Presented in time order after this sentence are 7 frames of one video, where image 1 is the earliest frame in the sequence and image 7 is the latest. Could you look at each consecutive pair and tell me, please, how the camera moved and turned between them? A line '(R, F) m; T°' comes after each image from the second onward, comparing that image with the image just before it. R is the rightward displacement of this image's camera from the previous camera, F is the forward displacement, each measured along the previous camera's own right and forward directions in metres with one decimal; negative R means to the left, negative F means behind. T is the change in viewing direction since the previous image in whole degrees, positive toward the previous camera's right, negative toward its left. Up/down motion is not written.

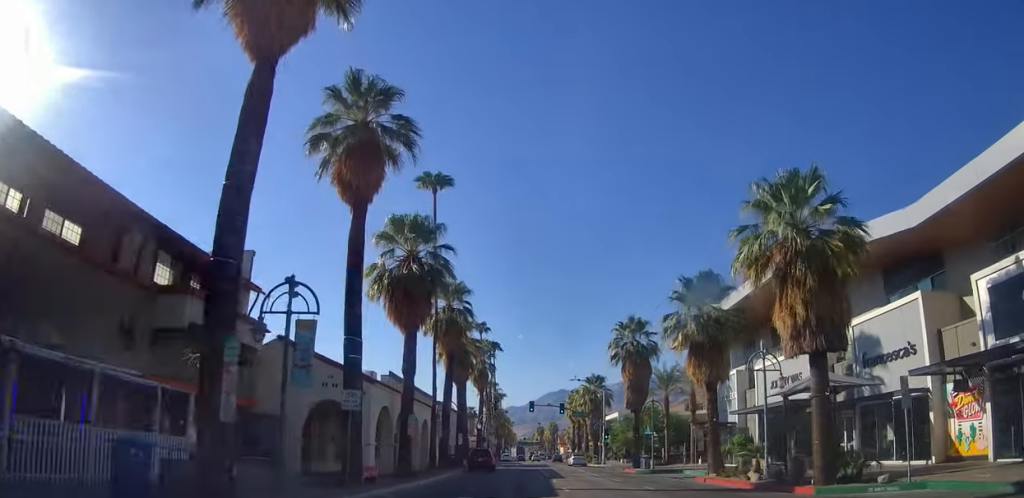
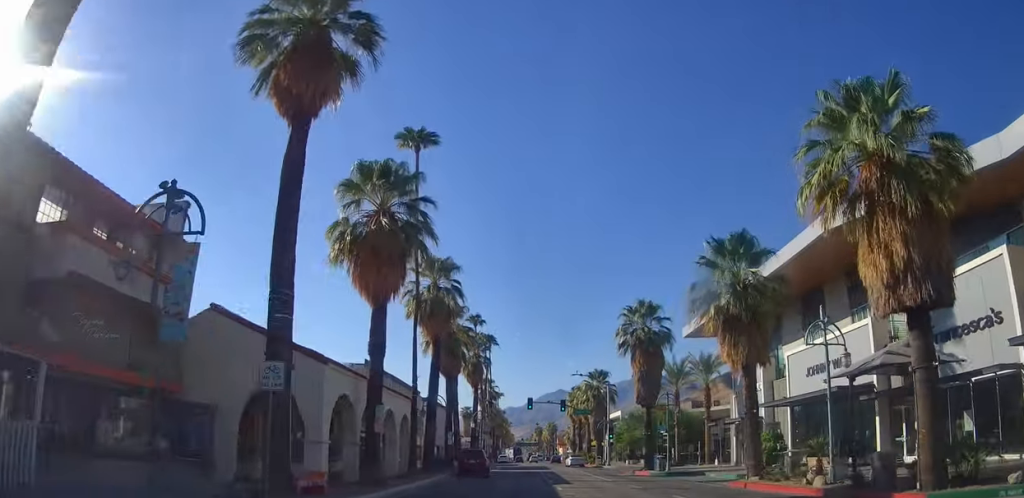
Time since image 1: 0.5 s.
(0.0, +5.5) m; 0°
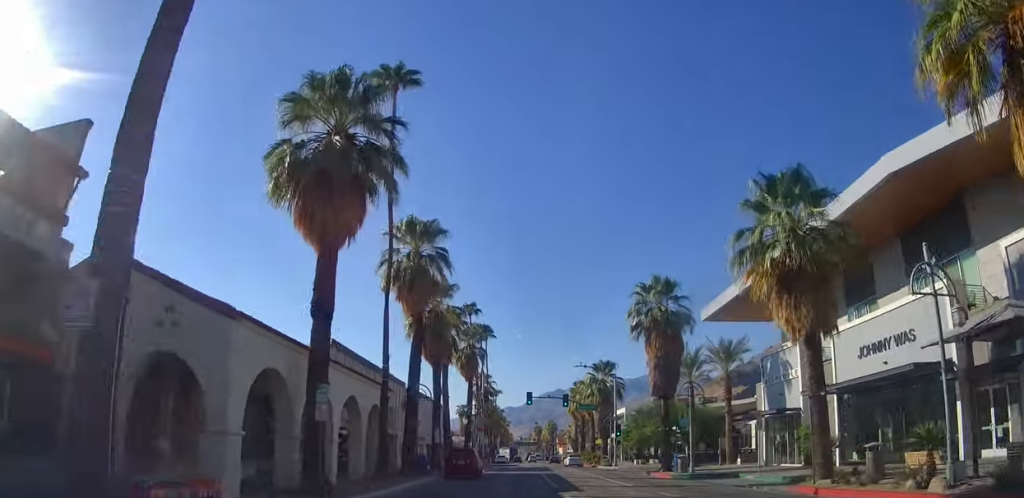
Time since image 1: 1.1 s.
(0.0, +5.8) m; 0°
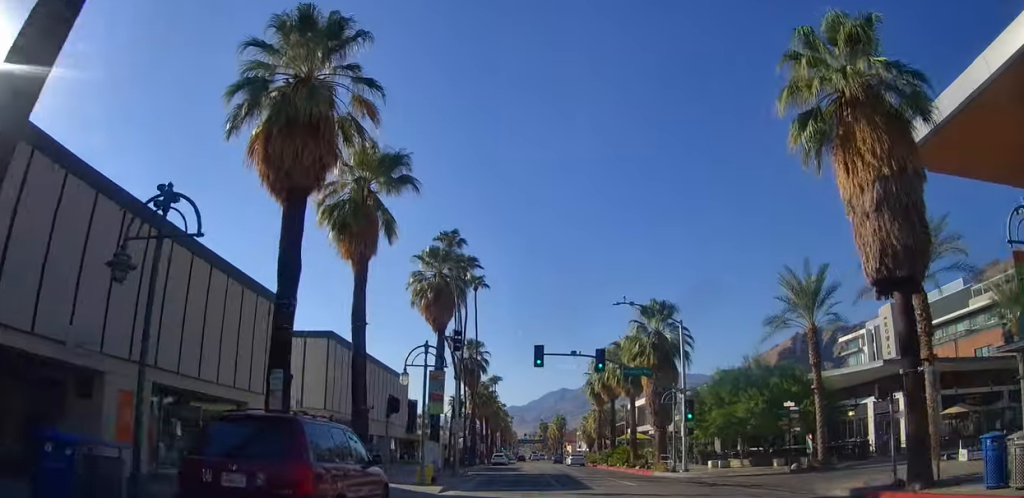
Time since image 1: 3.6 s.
(0.0, +25.3) m; 0°
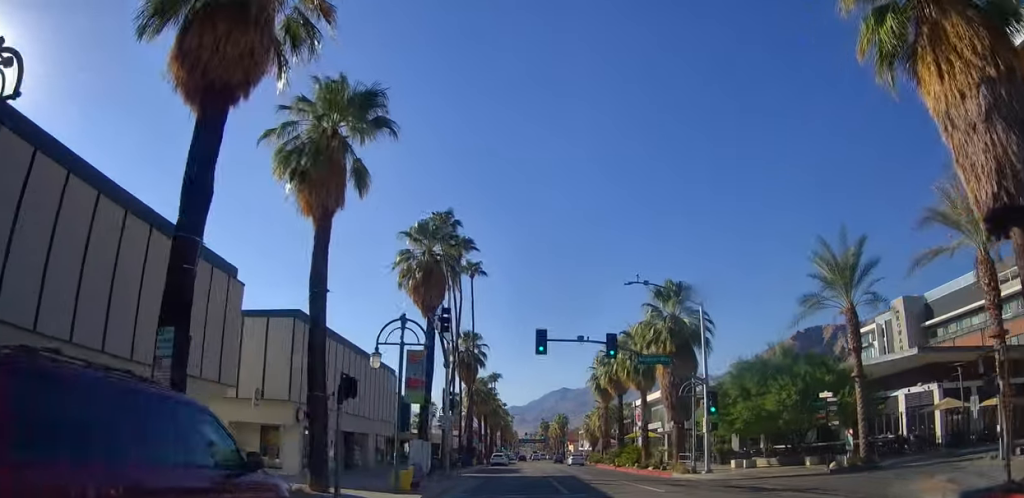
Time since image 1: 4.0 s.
(0.0, +4.4) m; 0°
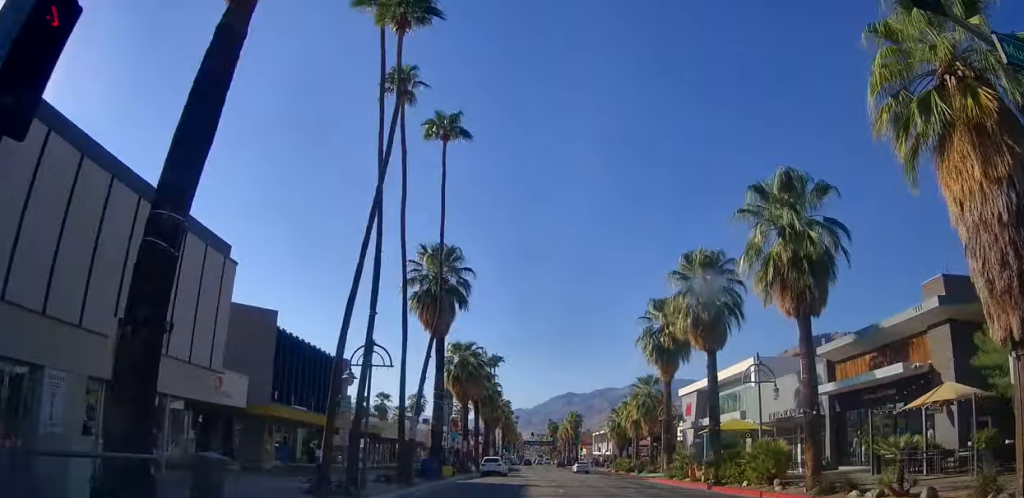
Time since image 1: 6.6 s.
(0.0, +26.1) m; 0°
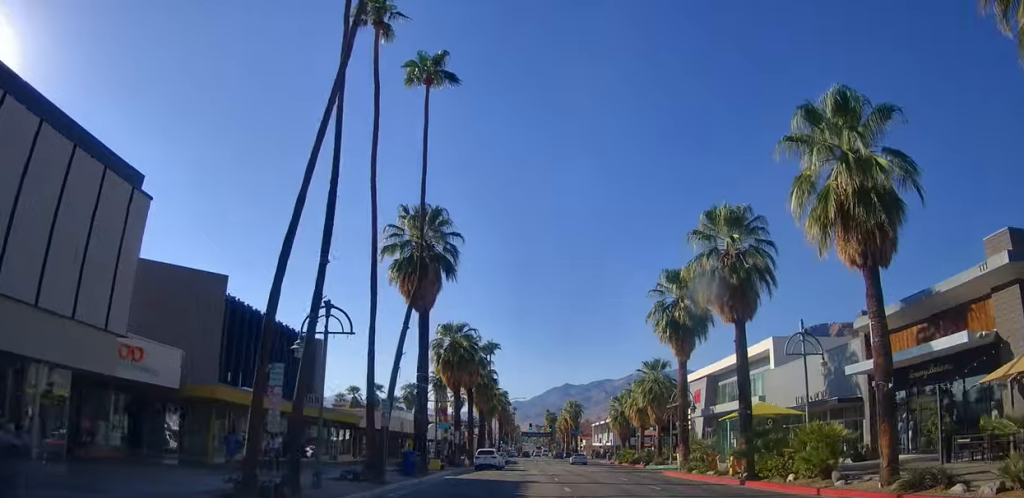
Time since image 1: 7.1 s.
(0.0, +4.6) m; 0°
